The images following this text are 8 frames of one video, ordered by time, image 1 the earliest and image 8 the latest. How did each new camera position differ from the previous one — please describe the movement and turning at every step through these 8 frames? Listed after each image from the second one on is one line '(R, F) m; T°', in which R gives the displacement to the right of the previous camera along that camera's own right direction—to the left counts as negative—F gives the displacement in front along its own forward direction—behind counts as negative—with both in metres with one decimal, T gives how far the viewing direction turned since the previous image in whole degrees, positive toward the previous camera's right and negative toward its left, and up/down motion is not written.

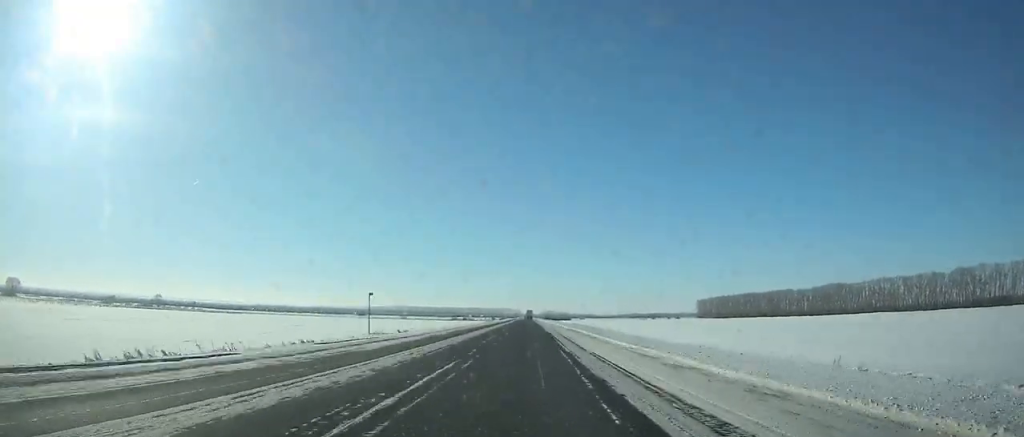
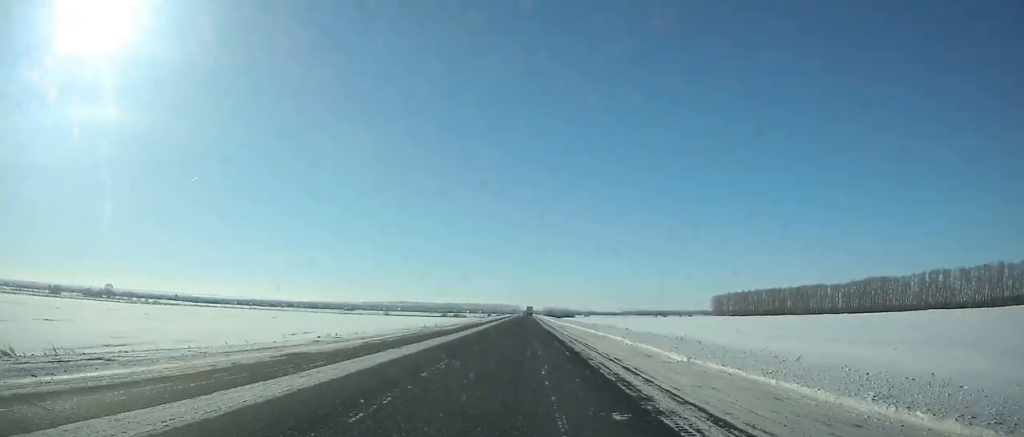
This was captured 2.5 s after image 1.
(-0.1, +65.3) m; 0°
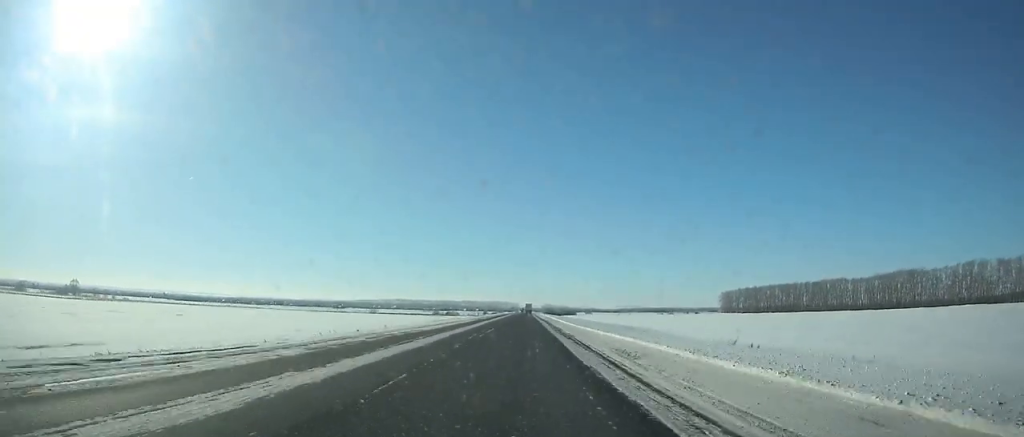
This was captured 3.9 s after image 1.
(-0.1, +36.6) m; 0°
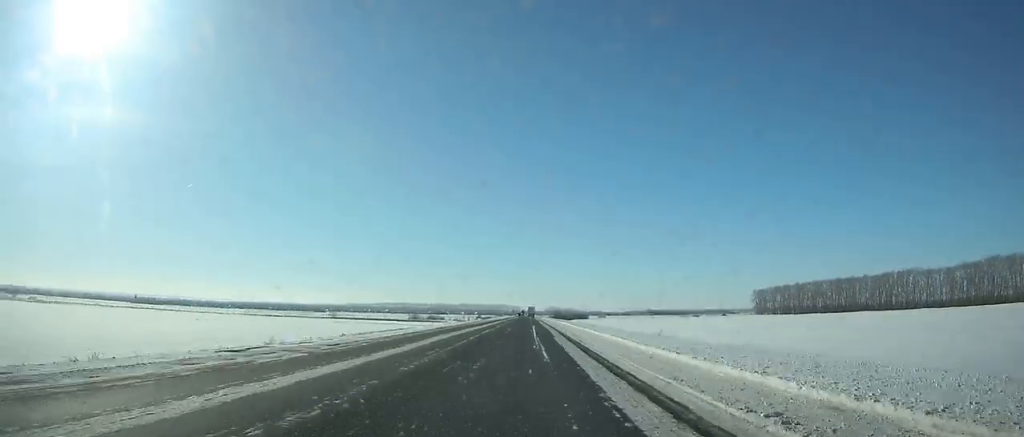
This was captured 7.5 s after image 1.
(+0.2, +94.0) m; 0°
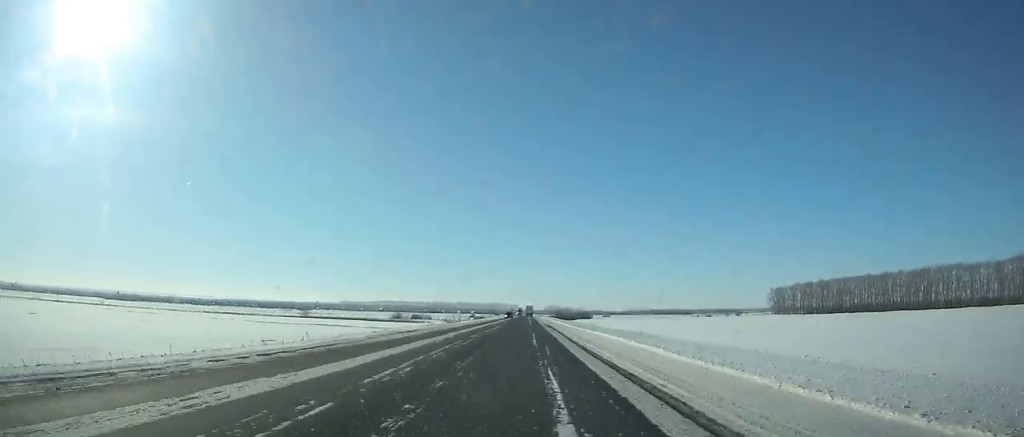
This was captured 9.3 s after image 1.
(0.0, +46.7) m; 0°
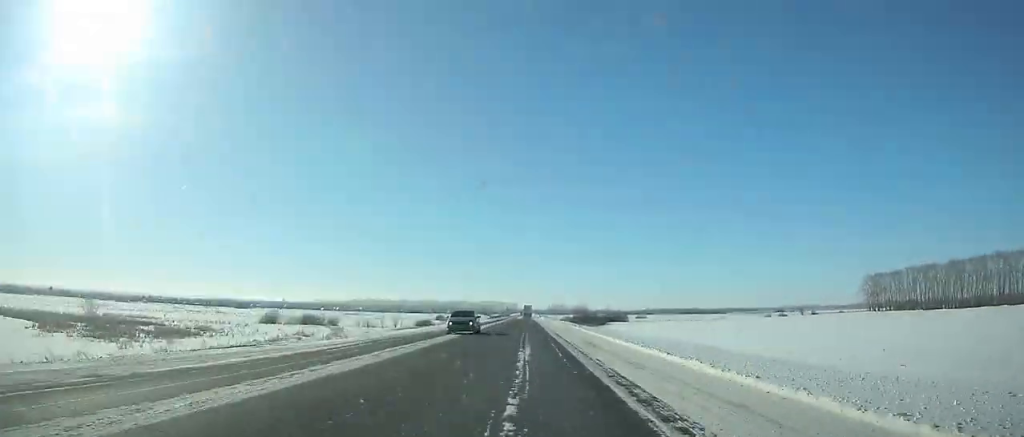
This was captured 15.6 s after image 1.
(+0.4, +162.8) m; 0°
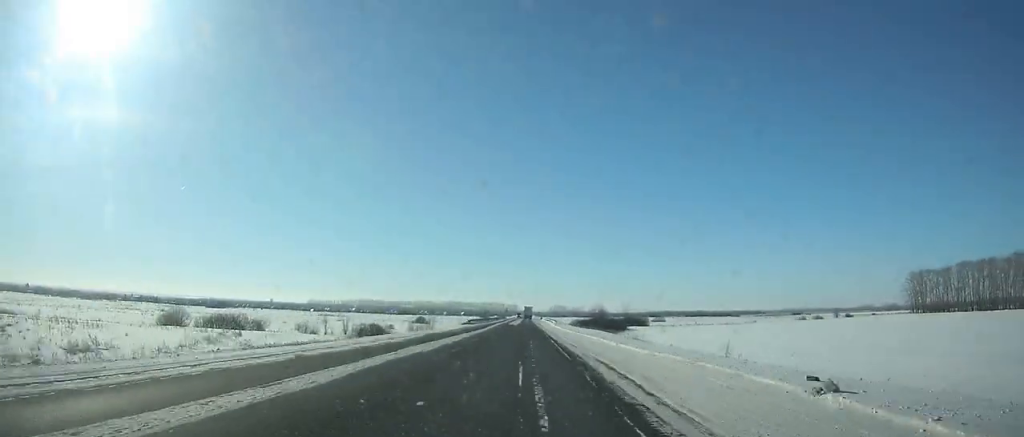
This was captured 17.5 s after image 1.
(-0.1, +48.7) m; 0°
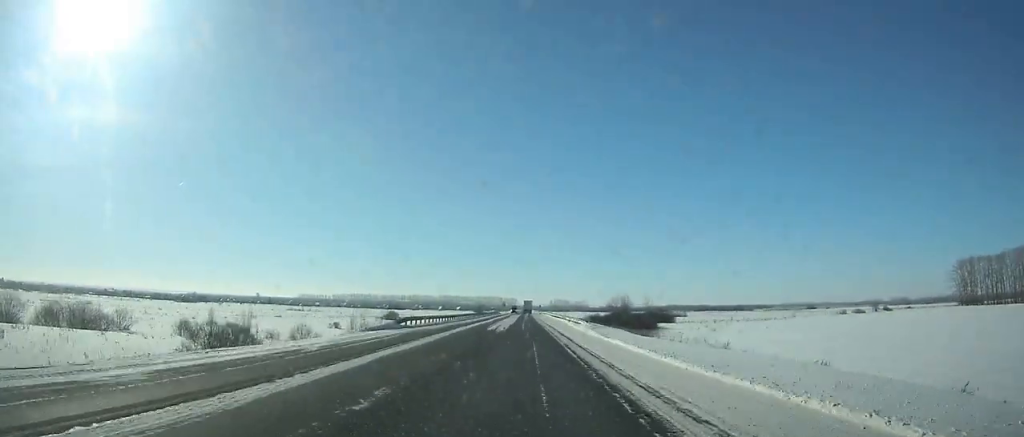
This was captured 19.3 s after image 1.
(-0.2, +46.0) m; 0°
